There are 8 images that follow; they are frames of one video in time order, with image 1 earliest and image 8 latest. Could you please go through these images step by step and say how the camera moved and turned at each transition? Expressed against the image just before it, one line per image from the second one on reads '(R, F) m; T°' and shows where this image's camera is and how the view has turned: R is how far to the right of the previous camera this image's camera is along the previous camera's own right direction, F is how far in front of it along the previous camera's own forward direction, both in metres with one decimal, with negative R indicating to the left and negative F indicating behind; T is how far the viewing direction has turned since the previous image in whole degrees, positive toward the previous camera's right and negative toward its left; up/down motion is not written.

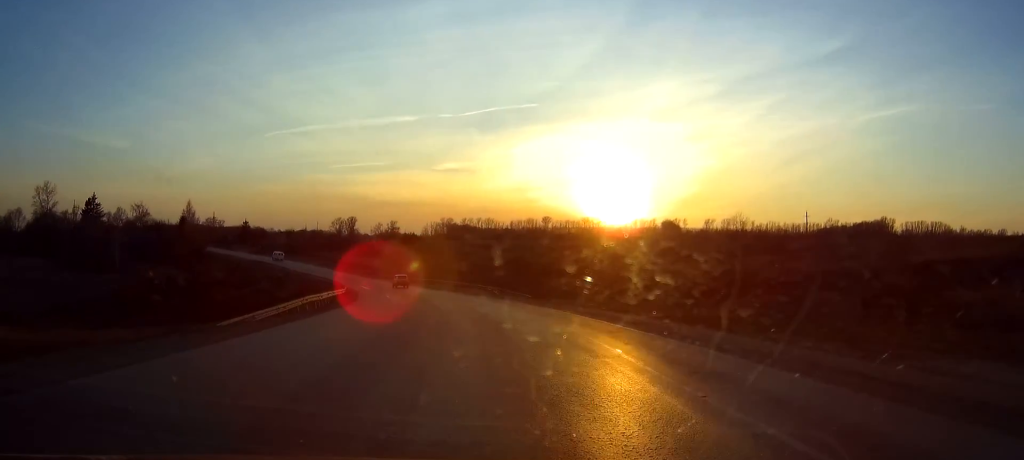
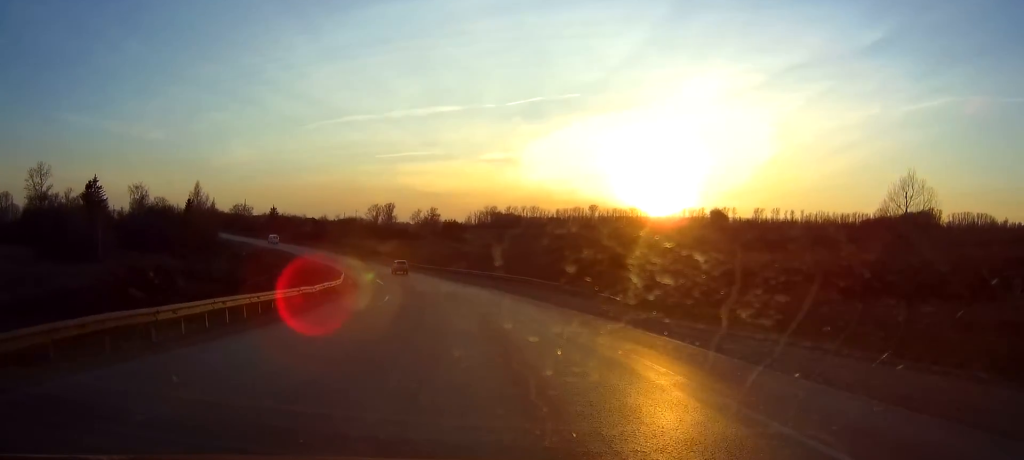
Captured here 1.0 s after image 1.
(-0.8, +21.7) m; -4°
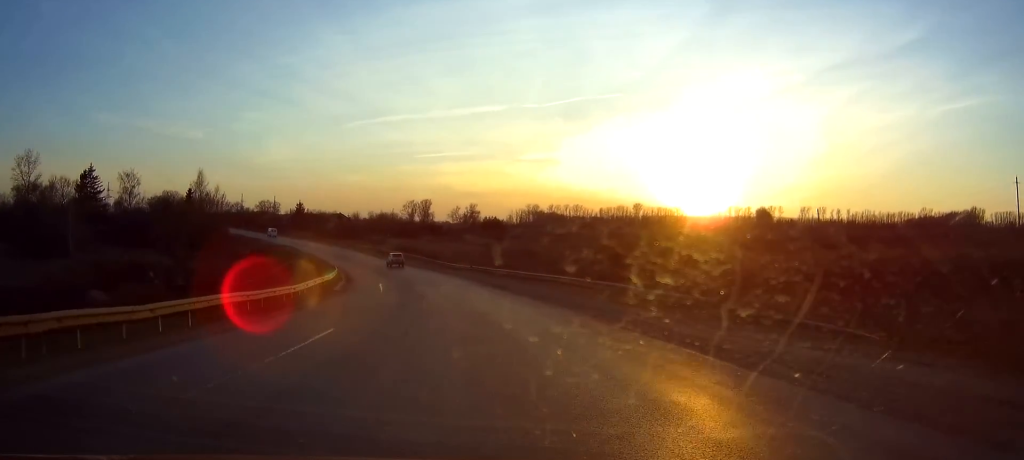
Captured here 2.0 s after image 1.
(-0.7, +21.2) m; -4°
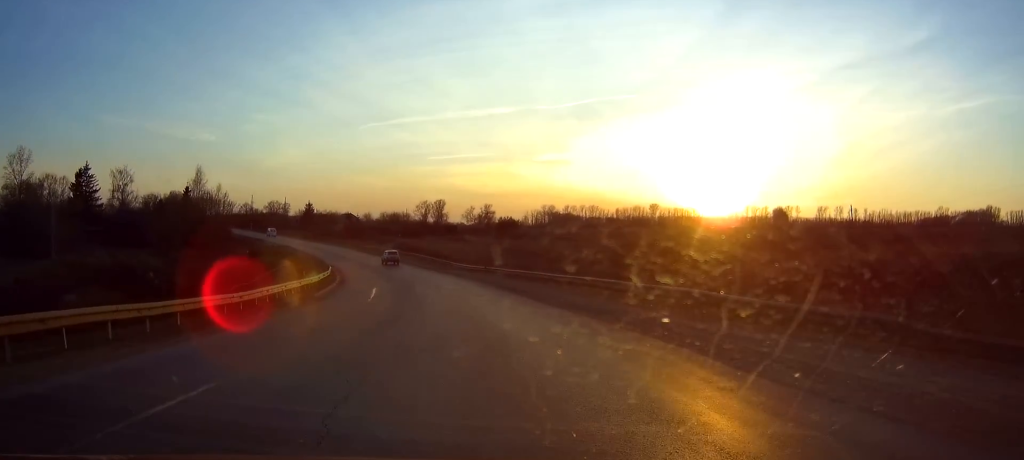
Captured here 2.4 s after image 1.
(-0.1, +8.5) m; -1°
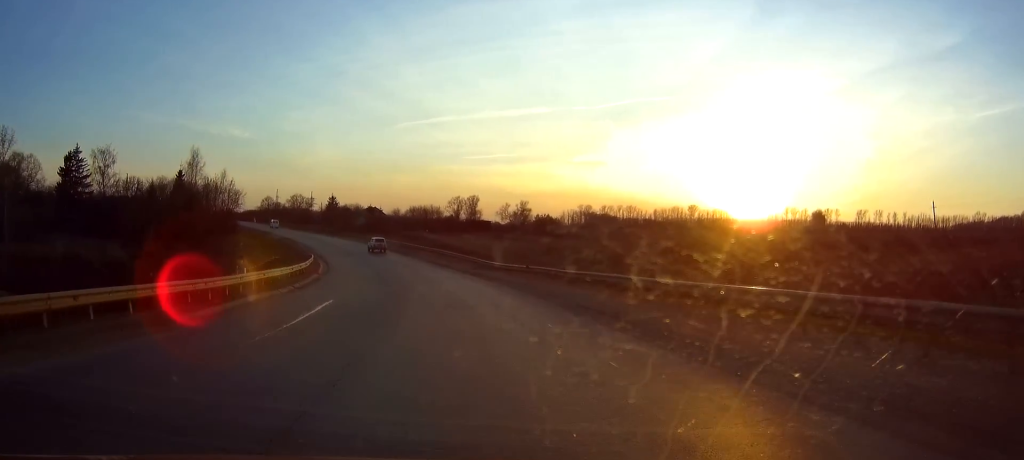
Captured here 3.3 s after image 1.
(-0.4, +18.5) m; -3°
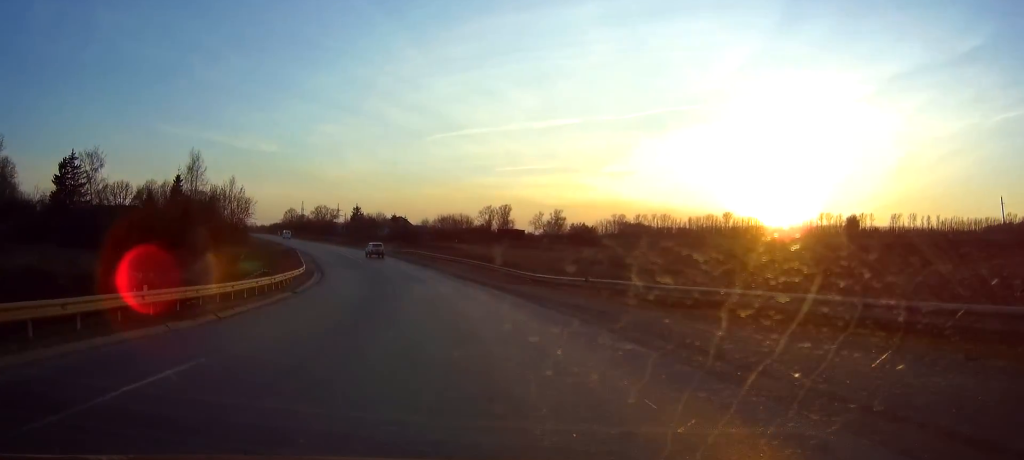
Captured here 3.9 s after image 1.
(-0.2, +12.8) m; -3°
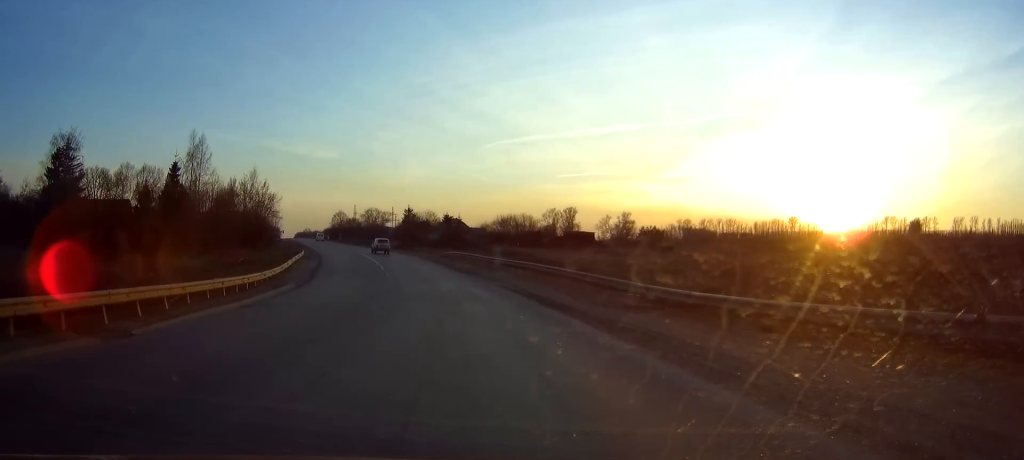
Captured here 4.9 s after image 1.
(-1.0, +21.2) m; -5°
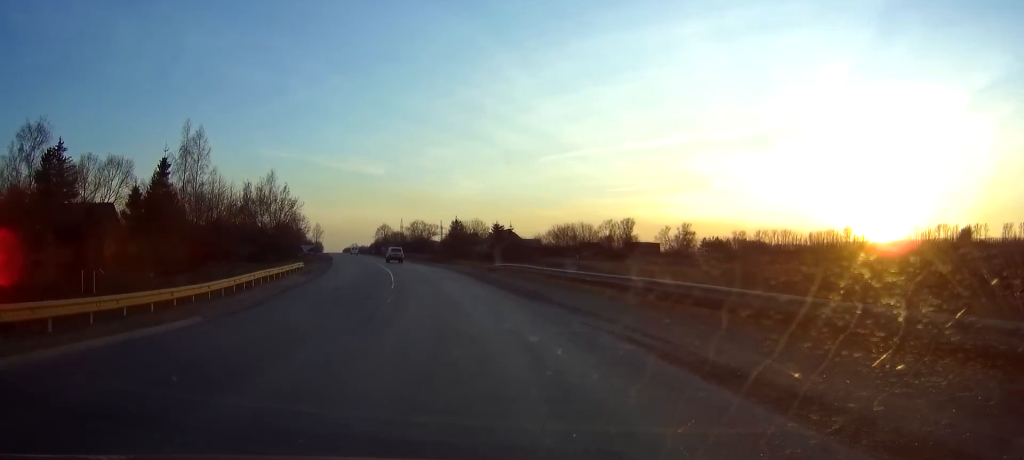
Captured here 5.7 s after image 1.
(-0.5, +16.9) m; -4°
